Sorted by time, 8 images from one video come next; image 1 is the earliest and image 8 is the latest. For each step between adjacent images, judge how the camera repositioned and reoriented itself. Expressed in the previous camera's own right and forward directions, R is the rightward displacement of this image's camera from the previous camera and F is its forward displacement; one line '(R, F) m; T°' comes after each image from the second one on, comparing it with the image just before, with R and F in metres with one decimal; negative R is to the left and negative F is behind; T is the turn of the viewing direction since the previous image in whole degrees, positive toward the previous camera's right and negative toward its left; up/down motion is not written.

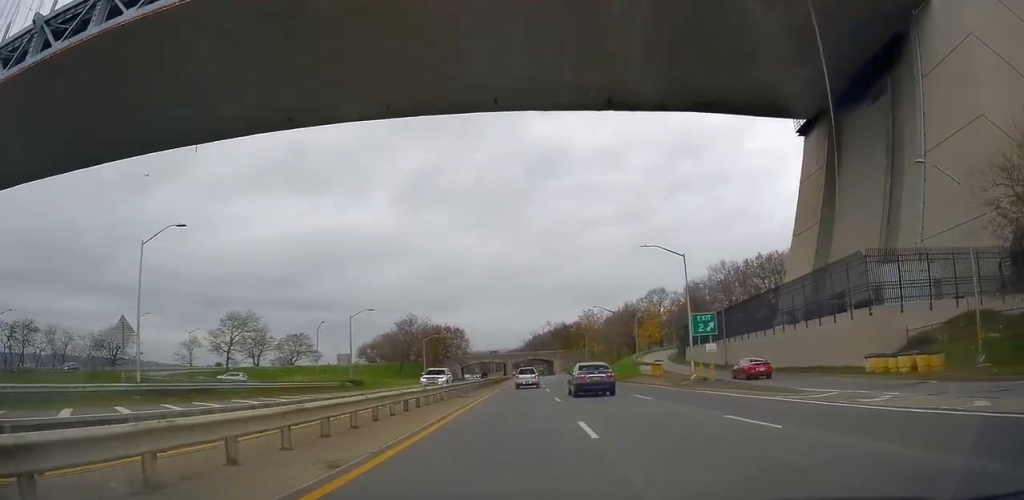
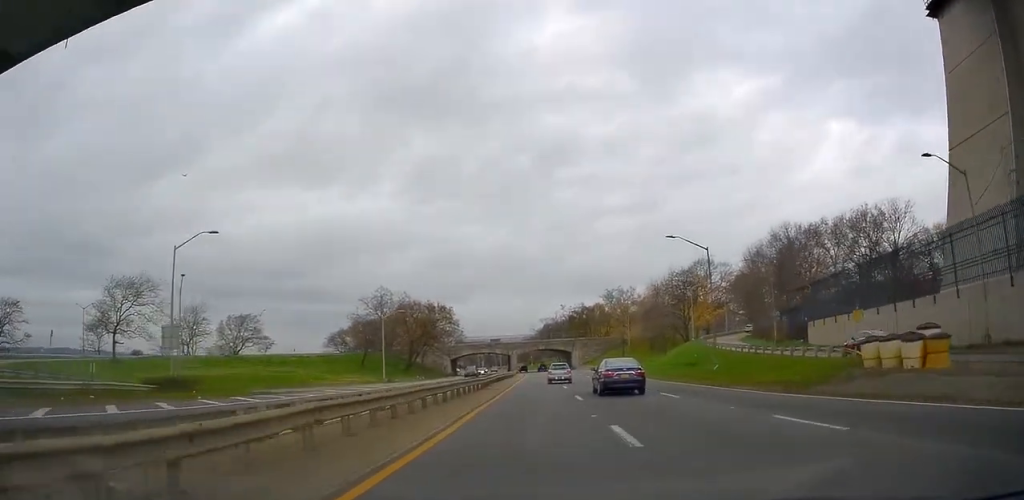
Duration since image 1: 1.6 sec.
(+0.5, +38.4) m; +1°
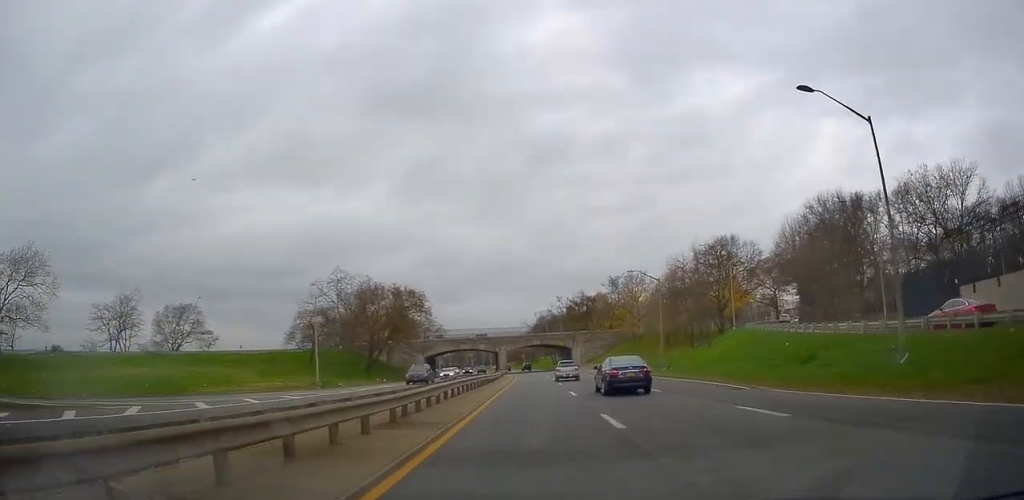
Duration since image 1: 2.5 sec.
(+0.1, +22.0) m; 0°
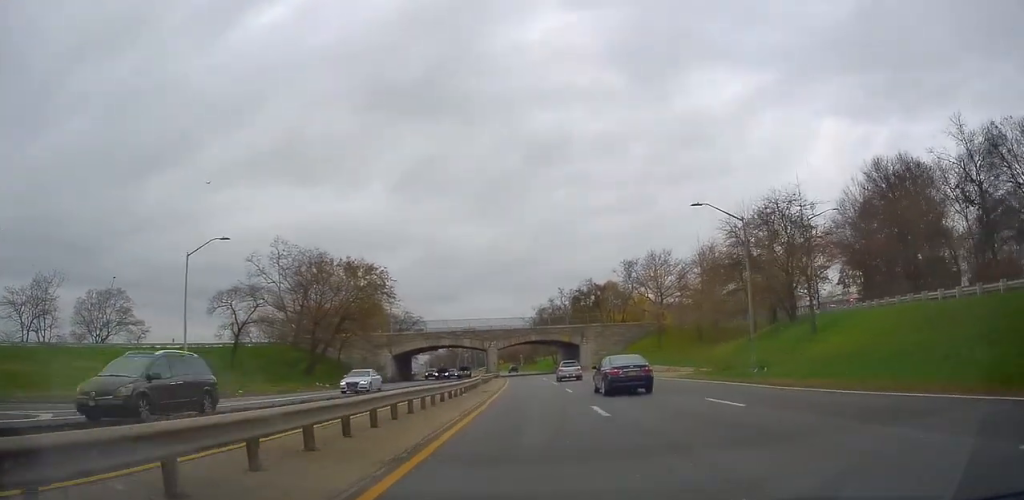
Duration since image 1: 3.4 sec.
(-0.2, +22.0) m; 0°
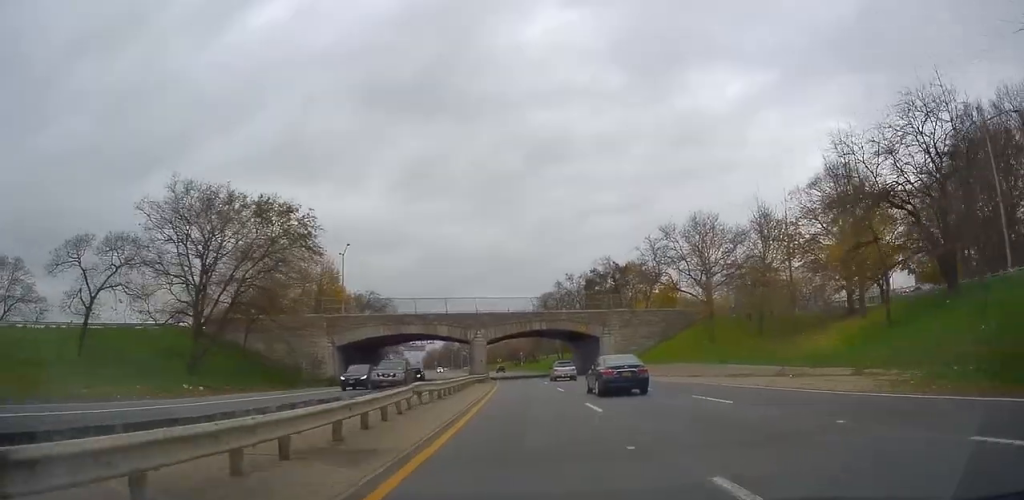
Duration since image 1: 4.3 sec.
(+0.3, +23.6) m; 0°
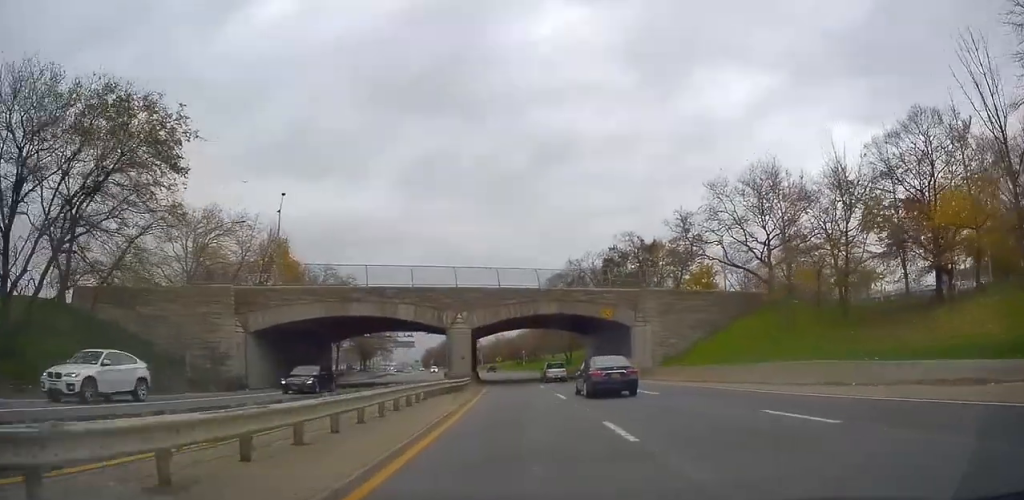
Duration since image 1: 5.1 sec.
(0.0, +18.2) m; -1°
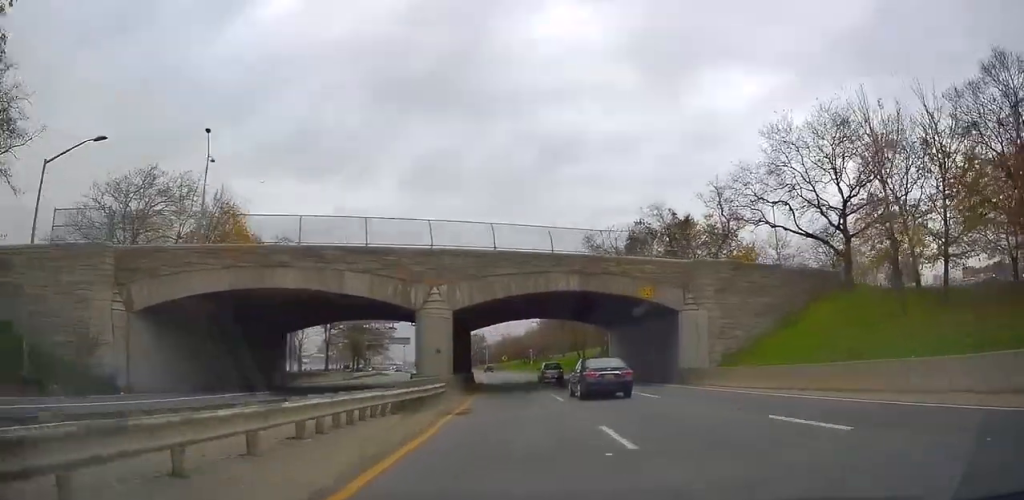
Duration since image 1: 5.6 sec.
(-0.5, +12.9) m; 0°
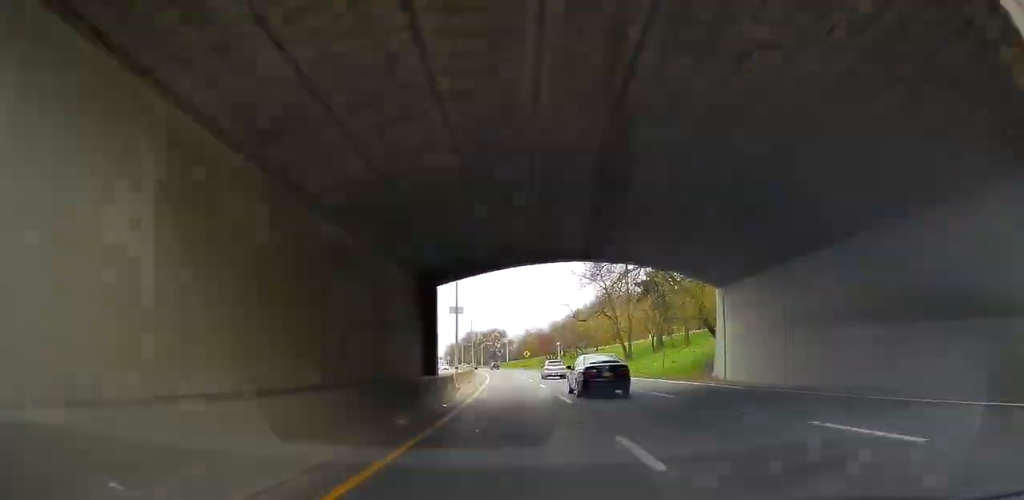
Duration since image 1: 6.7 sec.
(+0.5, +26.4) m; +1°
